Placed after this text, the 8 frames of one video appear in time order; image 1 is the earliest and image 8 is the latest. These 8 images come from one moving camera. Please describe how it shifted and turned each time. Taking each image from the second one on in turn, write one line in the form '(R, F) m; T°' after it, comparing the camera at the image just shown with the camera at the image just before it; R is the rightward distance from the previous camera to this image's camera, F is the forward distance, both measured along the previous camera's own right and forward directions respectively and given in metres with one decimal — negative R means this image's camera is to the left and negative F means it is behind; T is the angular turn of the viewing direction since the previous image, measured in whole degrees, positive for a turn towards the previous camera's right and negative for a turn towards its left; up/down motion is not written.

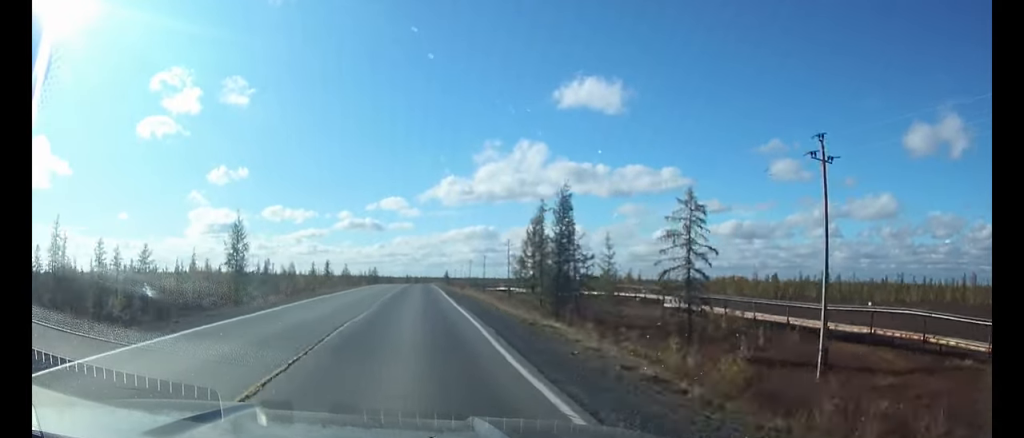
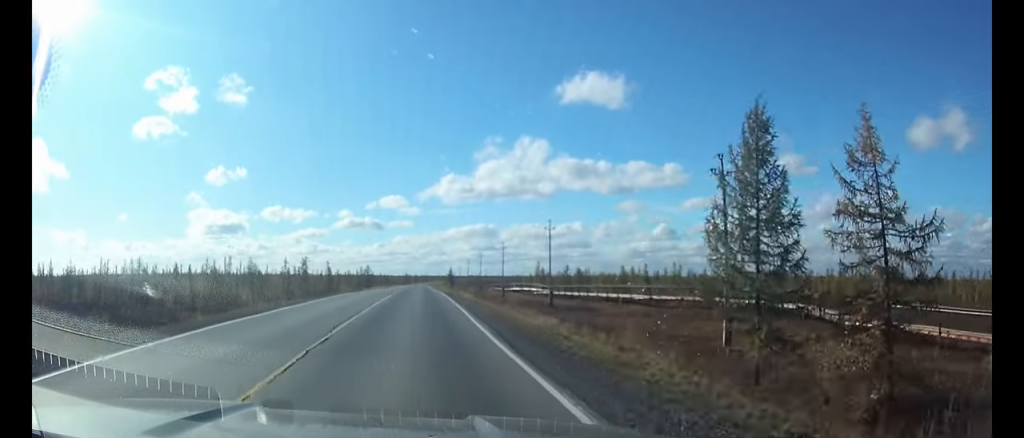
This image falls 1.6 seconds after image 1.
(+0.1, +39.2) m; 0°
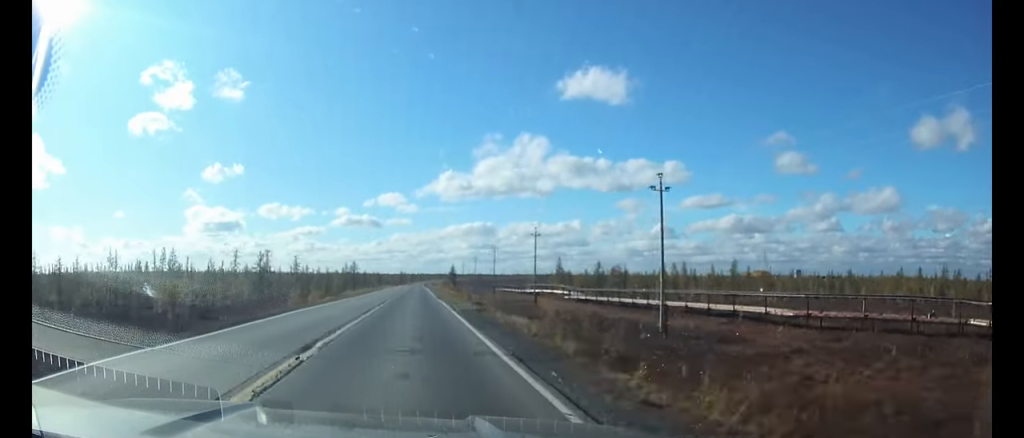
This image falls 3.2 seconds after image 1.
(+0.1, +37.2) m; 0°
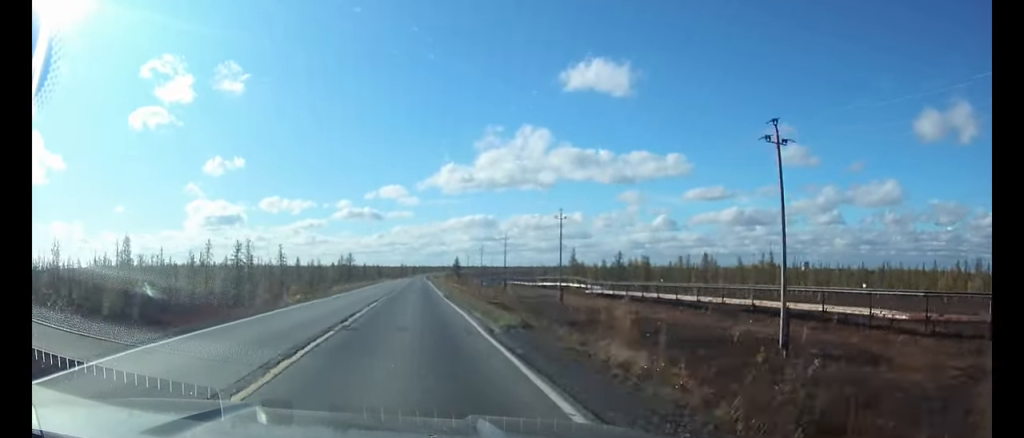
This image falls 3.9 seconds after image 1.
(0.0, +14.8) m; 0°
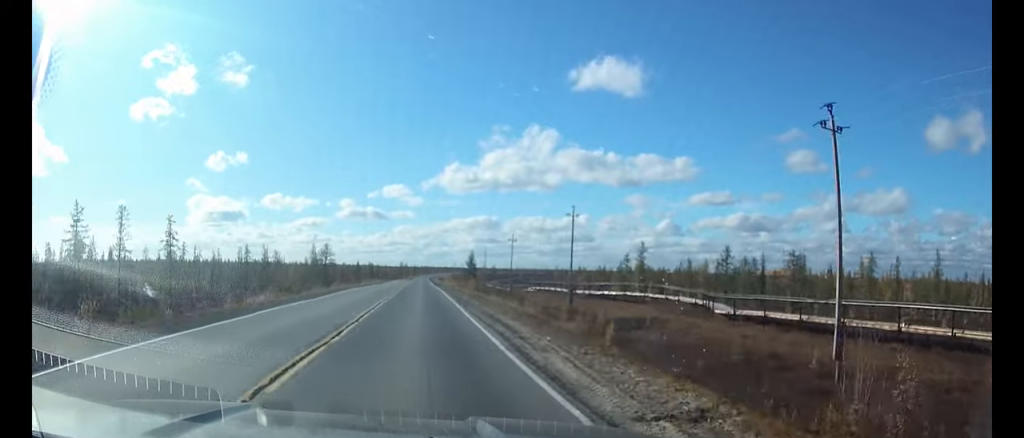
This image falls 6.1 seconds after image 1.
(-0.3, +51.6) m; 0°
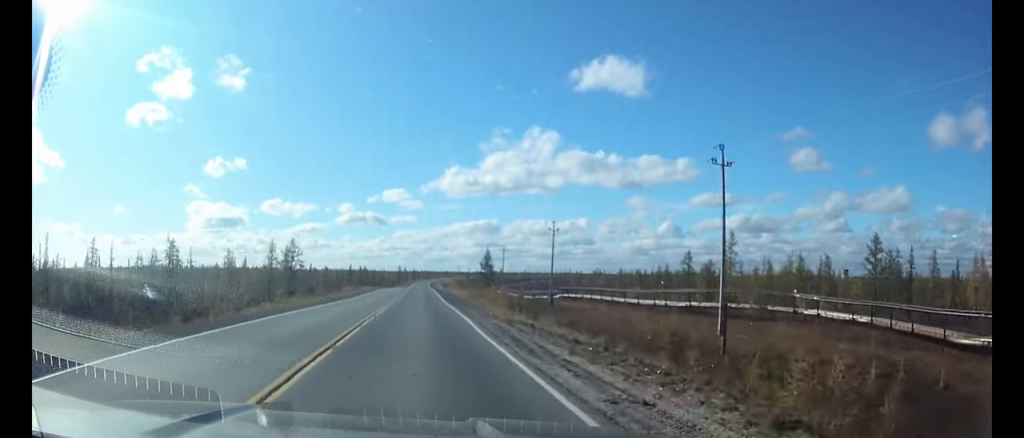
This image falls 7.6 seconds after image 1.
(+0.1, +34.8) m; 0°
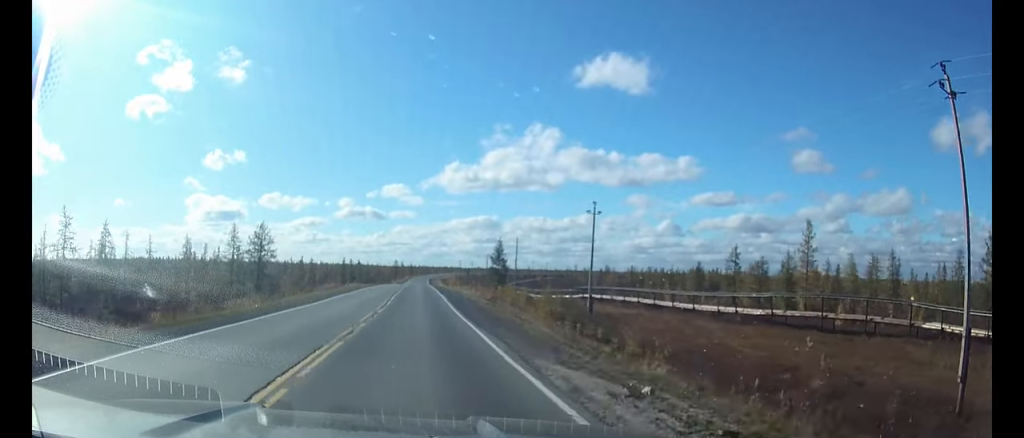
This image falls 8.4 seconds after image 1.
(0.0, +19.5) m; 0°
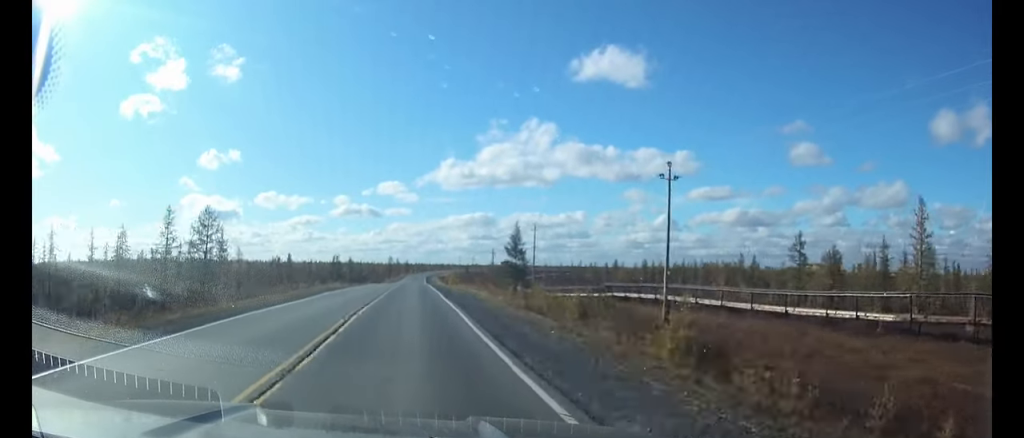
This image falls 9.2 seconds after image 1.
(0.0, +19.8) m; 0°
